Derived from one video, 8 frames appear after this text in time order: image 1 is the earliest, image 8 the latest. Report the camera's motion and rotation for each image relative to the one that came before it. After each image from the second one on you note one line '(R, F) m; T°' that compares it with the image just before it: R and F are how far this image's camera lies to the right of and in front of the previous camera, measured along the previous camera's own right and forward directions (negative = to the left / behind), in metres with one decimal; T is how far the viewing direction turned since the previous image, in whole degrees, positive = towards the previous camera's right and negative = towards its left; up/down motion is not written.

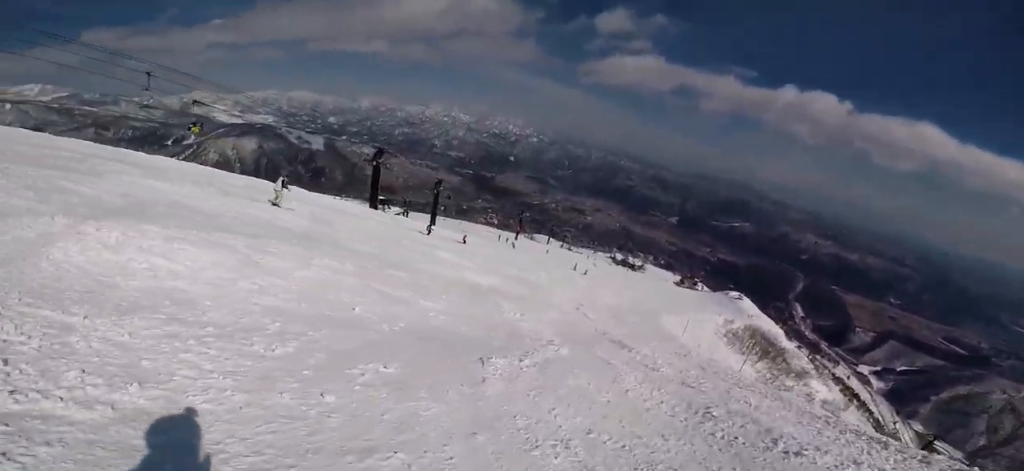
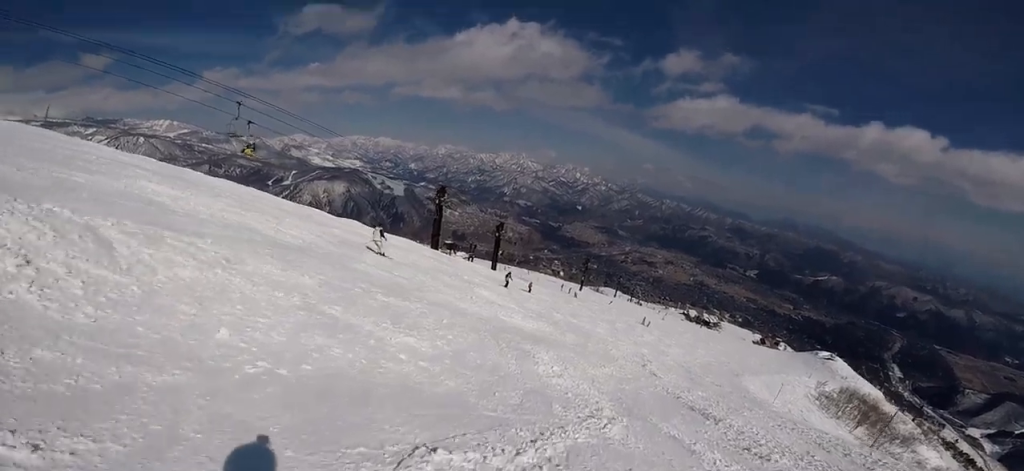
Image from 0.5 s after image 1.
(-0.3, +2.3) m; -17°
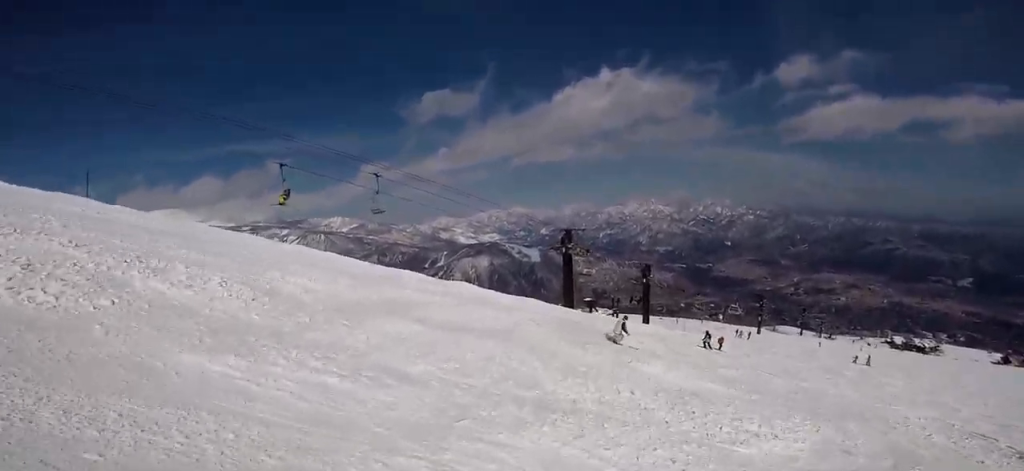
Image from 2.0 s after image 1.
(-2.1, +6.5) m; -25°
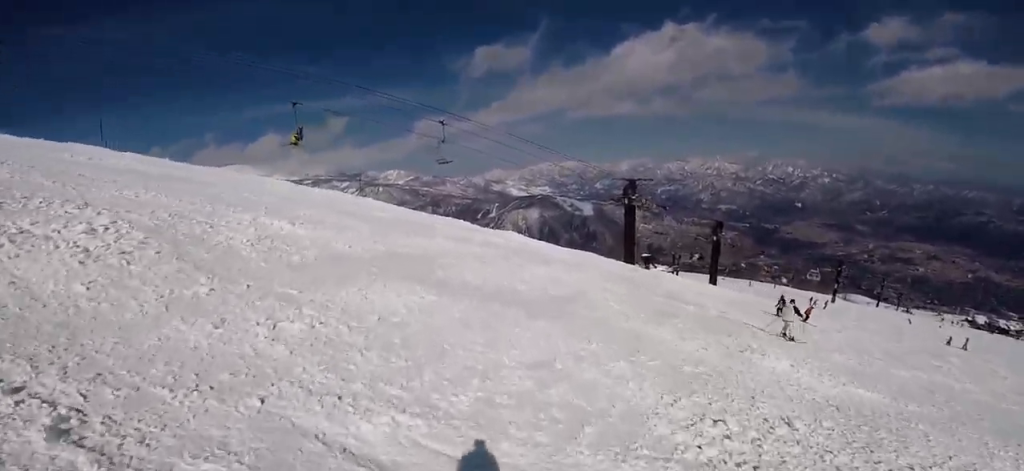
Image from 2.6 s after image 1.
(-0.1, +2.5) m; -4°
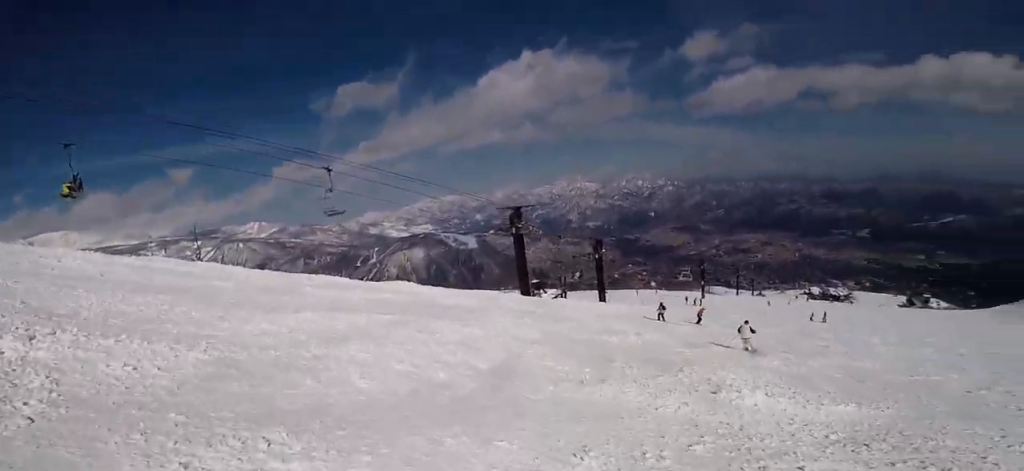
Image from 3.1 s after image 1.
(-0.1, +2.4) m; -1°
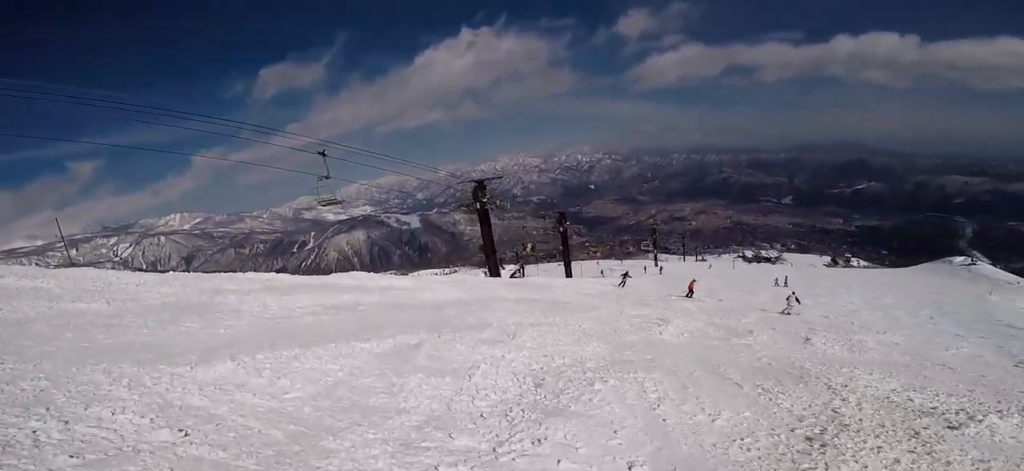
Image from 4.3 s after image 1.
(0.0, +5.1) m; +2°
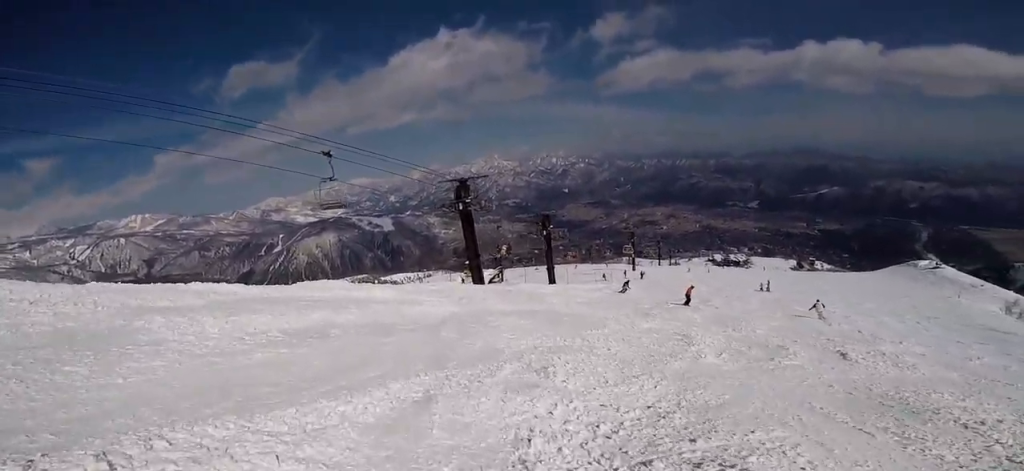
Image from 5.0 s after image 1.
(+0.1, +2.8) m; +6°
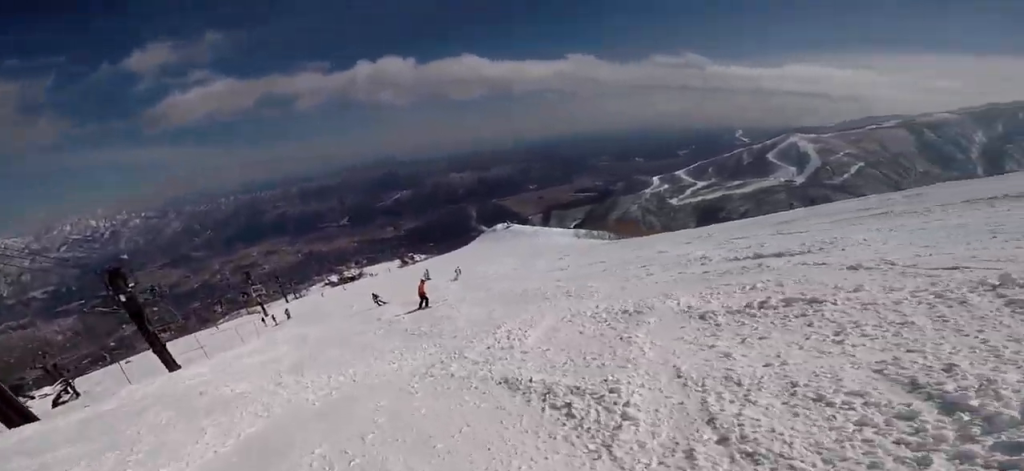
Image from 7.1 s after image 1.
(+2.7, +7.8) m; +53°
